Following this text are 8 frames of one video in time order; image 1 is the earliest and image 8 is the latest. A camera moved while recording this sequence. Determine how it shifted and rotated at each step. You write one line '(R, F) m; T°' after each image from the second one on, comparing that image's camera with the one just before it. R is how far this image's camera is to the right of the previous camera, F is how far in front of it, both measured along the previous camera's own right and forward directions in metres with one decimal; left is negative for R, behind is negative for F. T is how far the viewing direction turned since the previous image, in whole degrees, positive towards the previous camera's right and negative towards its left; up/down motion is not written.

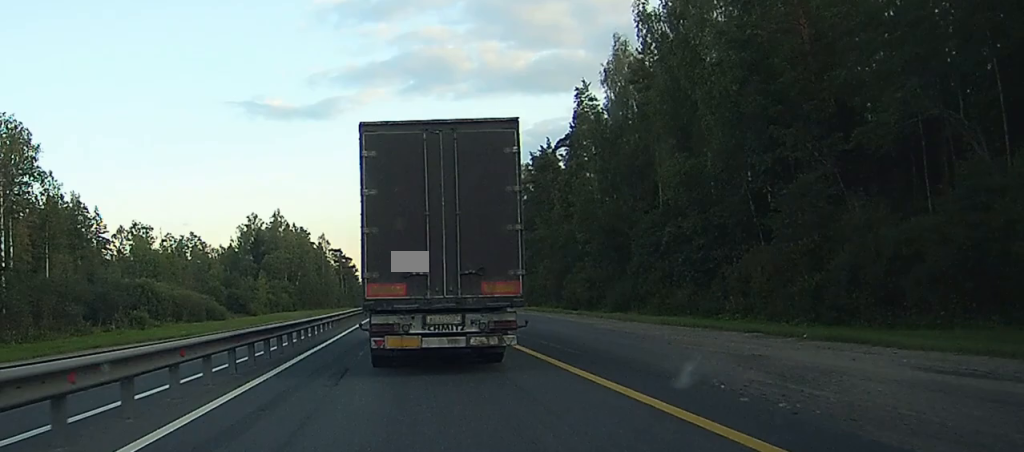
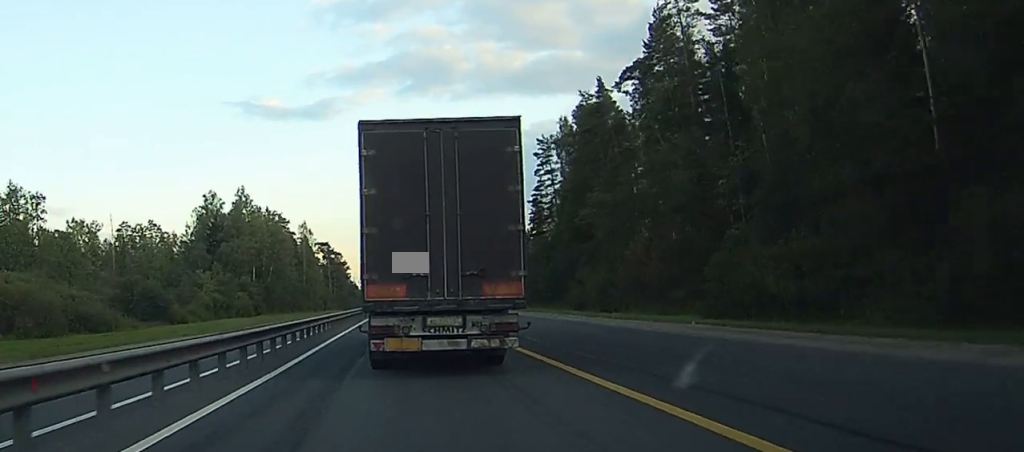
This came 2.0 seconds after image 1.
(0.0, +48.7) m; 0°
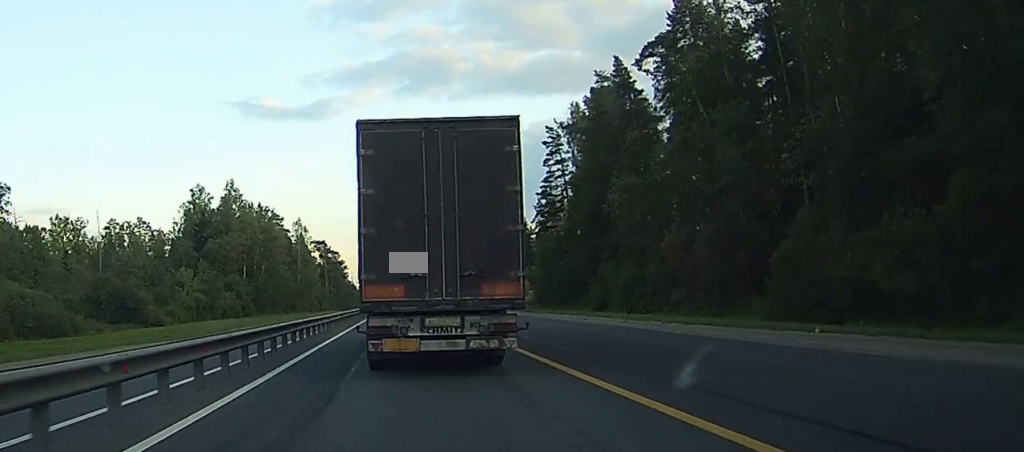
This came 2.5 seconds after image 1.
(0.0, +9.2) m; 0°
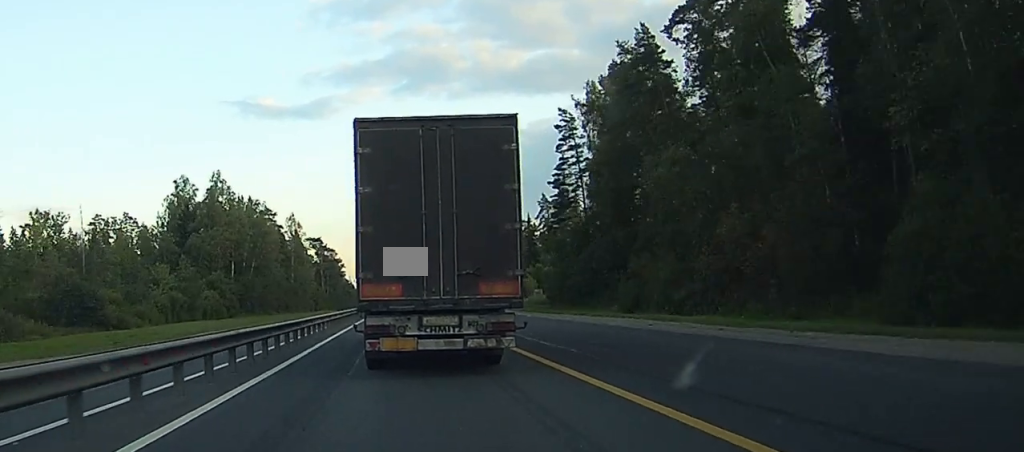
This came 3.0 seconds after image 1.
(0.0, +10.7) m; 0°
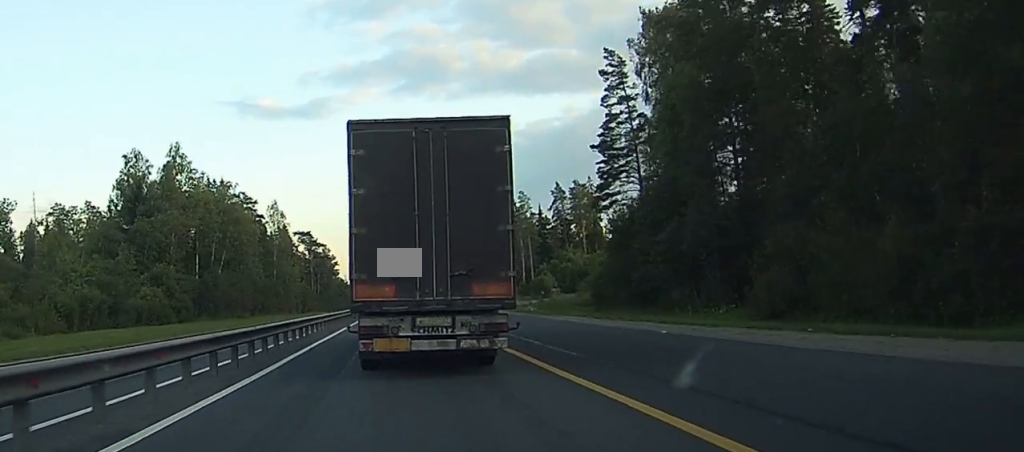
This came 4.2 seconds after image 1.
(0.0, +29.2) m; 0°
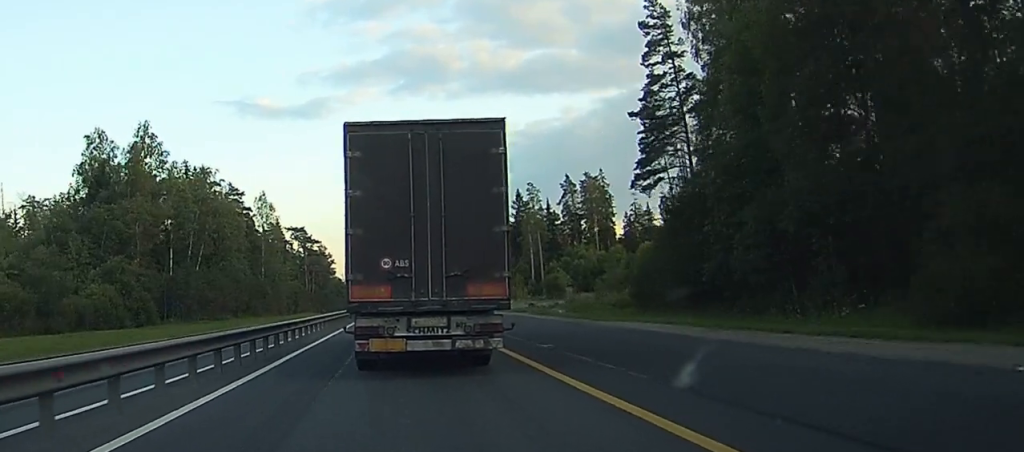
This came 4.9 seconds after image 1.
(0.0, +17.0) m; 0°
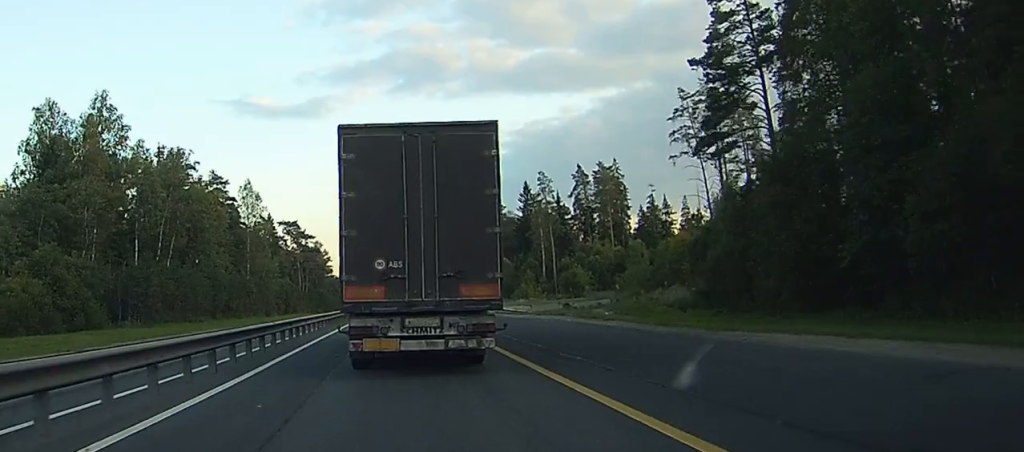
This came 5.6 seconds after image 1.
(0.0, +17.1) m; 0°
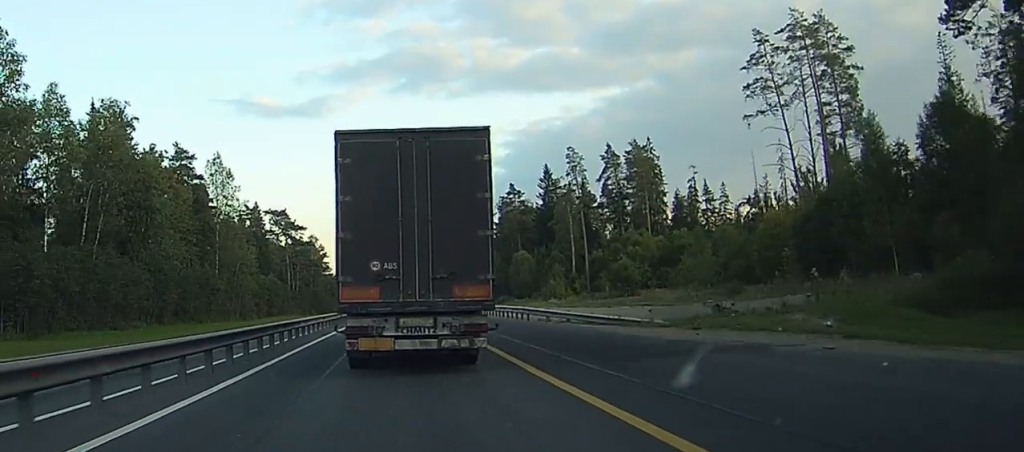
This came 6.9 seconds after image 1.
(0.0, +27.5) m; 0°
